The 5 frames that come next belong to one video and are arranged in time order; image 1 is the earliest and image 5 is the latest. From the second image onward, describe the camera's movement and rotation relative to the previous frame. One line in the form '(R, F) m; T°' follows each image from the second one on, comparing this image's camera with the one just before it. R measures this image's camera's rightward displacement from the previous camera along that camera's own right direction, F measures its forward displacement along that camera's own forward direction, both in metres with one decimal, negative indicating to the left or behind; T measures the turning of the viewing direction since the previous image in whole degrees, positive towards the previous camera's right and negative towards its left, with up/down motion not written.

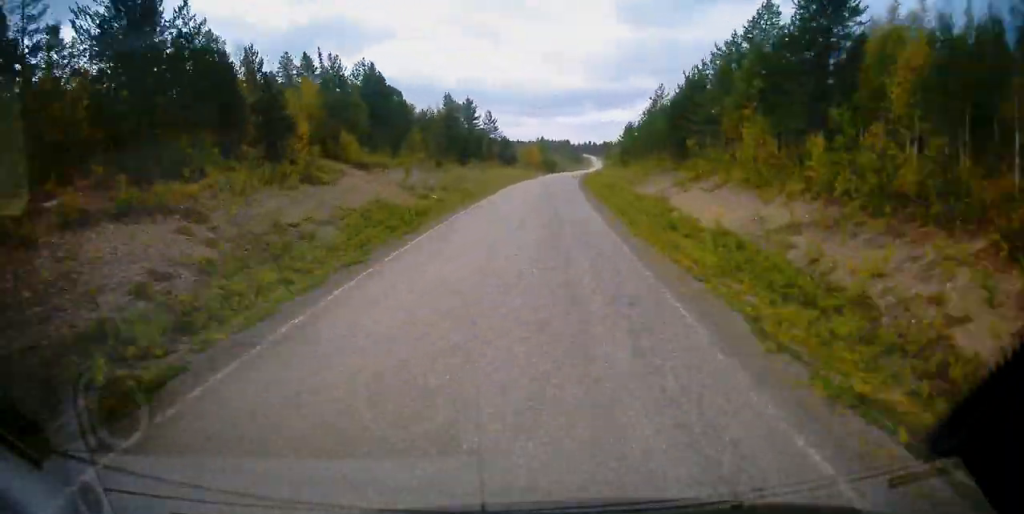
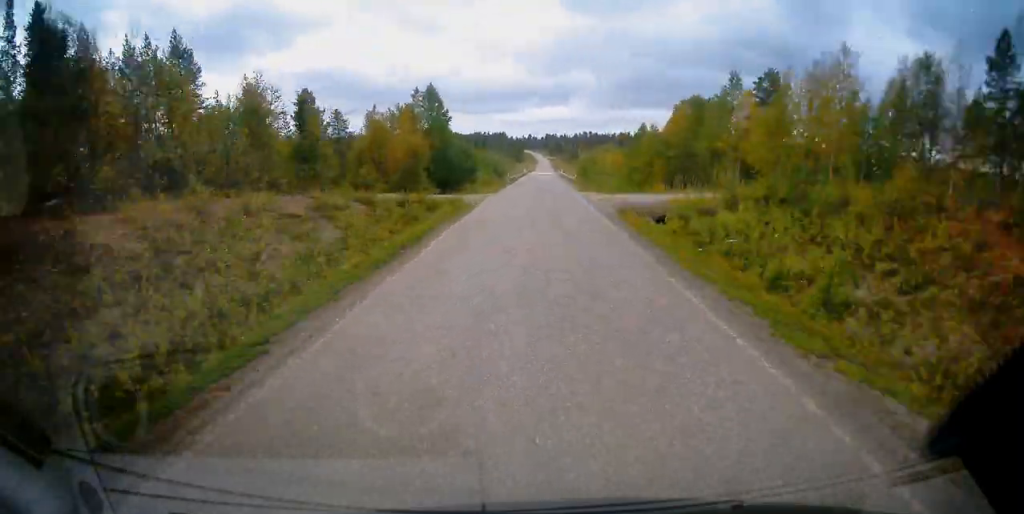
(+4.4, +97.2) m; +4°
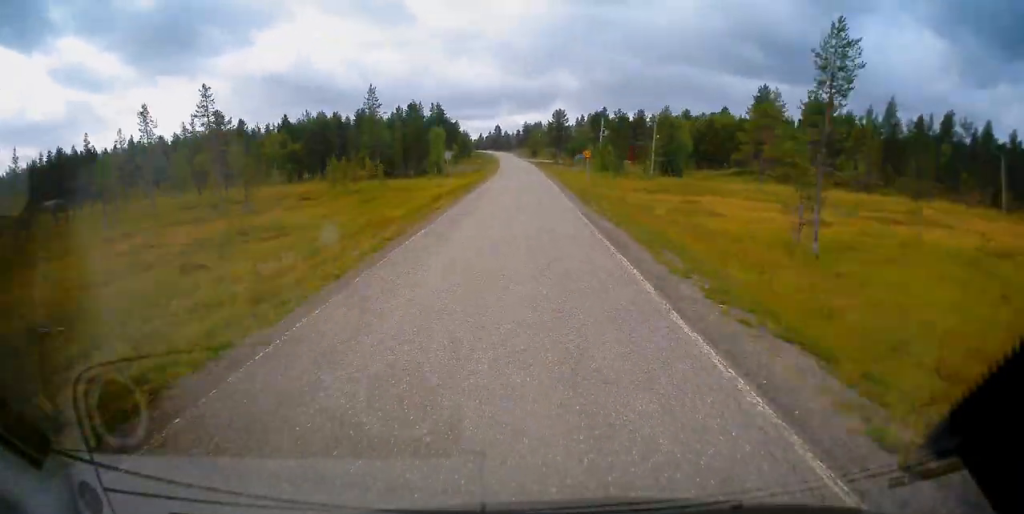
(+4.5, +201.4) m; +1°
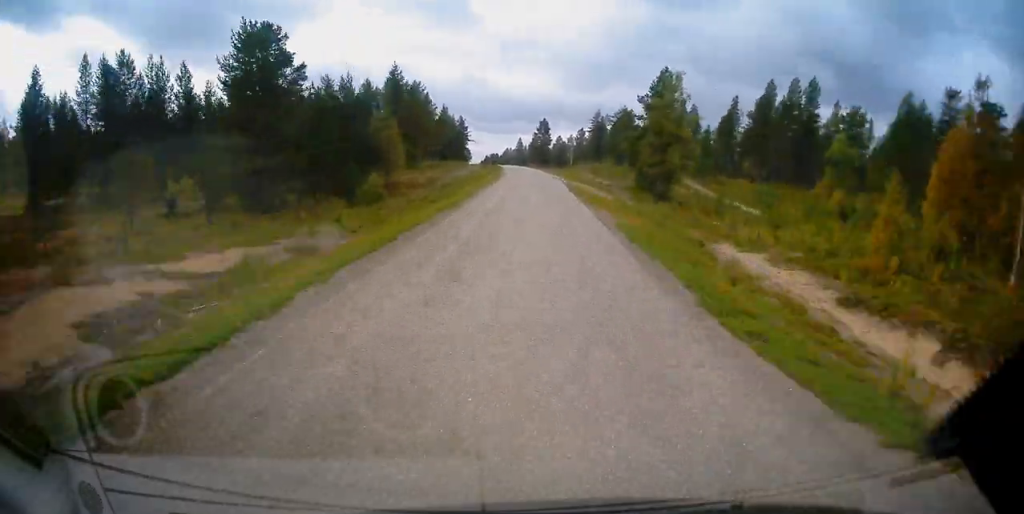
(-4.3, +144.1) m; -4°
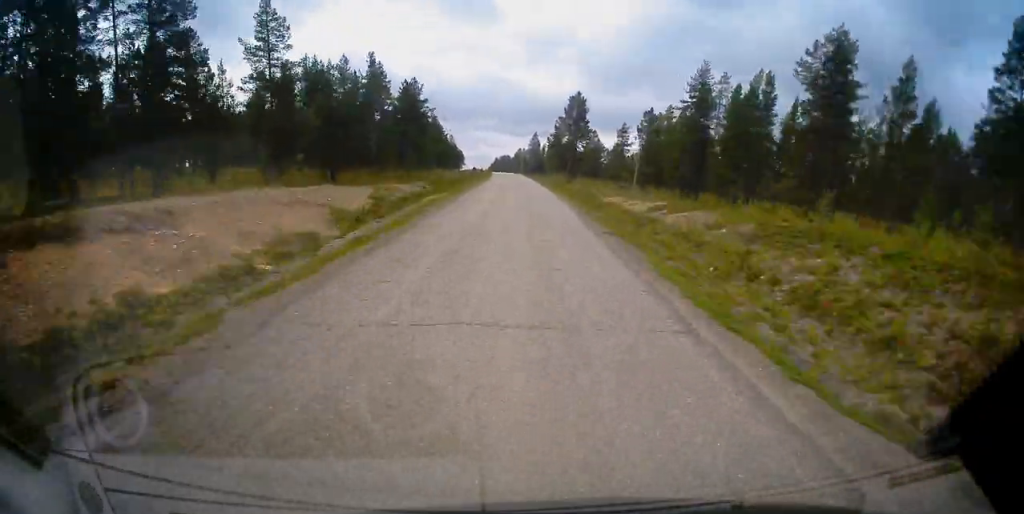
(-1.8, +82.4) m; -3°
